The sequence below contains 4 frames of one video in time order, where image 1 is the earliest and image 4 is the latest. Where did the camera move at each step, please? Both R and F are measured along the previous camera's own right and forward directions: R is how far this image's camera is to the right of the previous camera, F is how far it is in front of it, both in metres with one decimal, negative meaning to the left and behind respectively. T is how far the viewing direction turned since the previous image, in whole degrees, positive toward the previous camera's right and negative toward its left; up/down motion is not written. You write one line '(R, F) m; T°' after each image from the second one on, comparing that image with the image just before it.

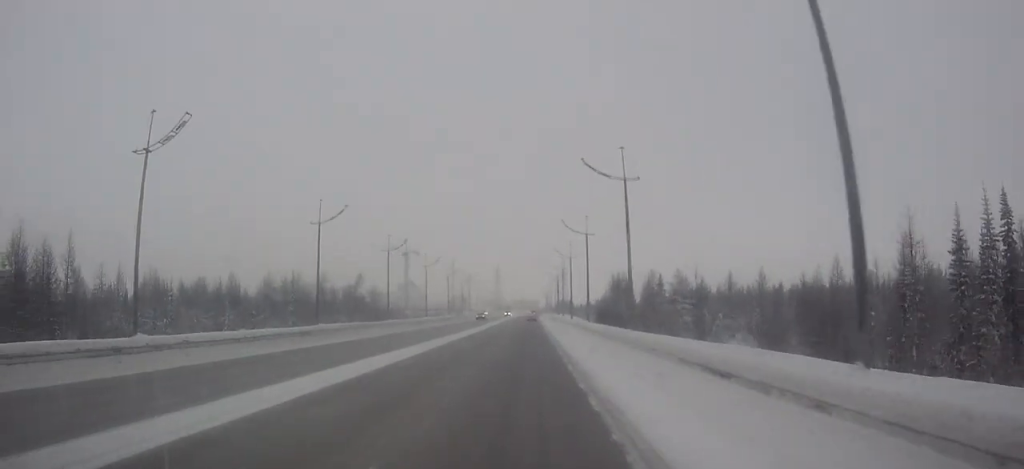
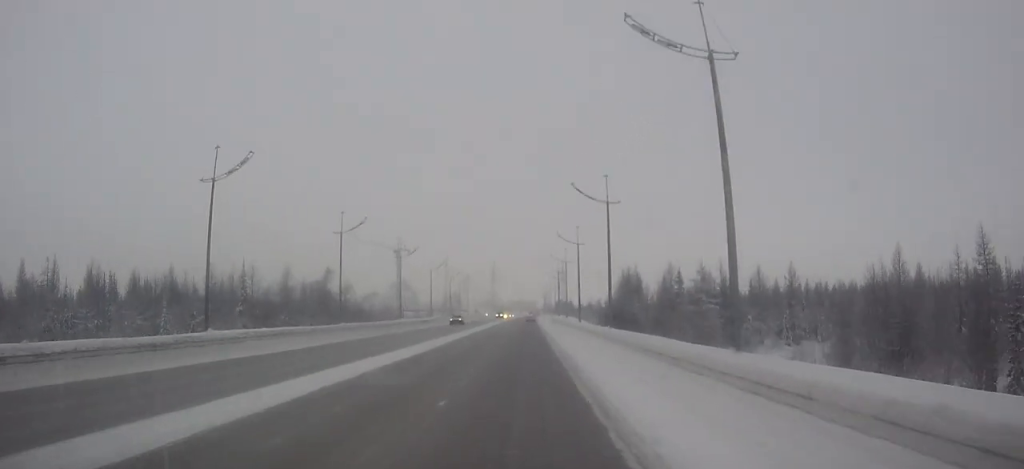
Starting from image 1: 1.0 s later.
(0.0, +17.6) m; 0°
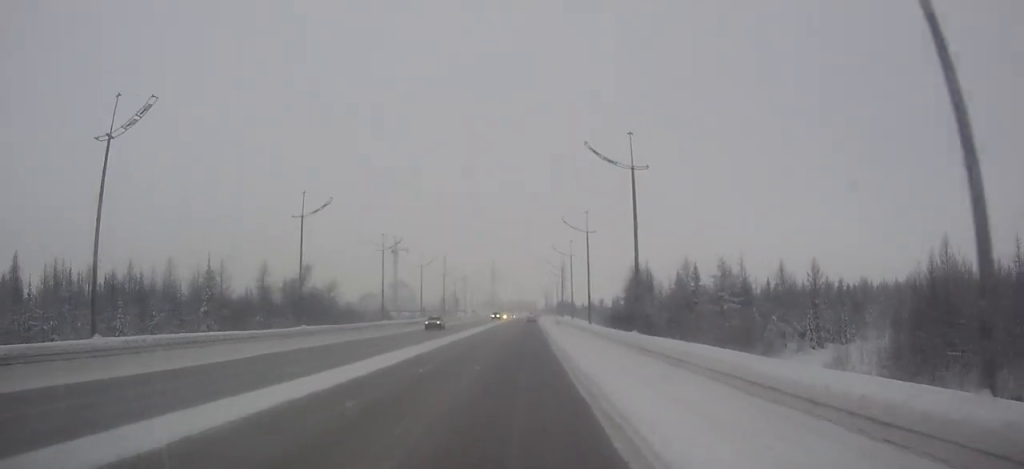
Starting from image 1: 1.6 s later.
(0.0, +10.1) m; 0°
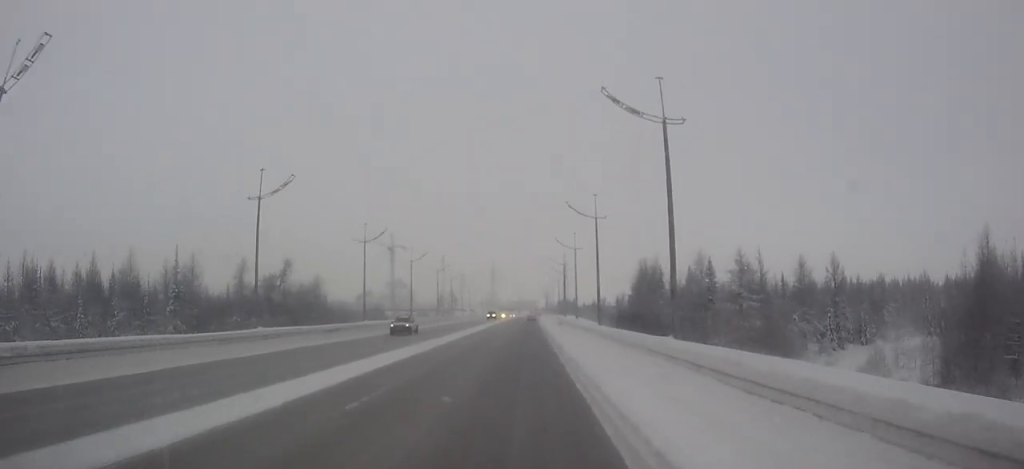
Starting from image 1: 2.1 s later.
(0.0, +7.7) m; 0°
